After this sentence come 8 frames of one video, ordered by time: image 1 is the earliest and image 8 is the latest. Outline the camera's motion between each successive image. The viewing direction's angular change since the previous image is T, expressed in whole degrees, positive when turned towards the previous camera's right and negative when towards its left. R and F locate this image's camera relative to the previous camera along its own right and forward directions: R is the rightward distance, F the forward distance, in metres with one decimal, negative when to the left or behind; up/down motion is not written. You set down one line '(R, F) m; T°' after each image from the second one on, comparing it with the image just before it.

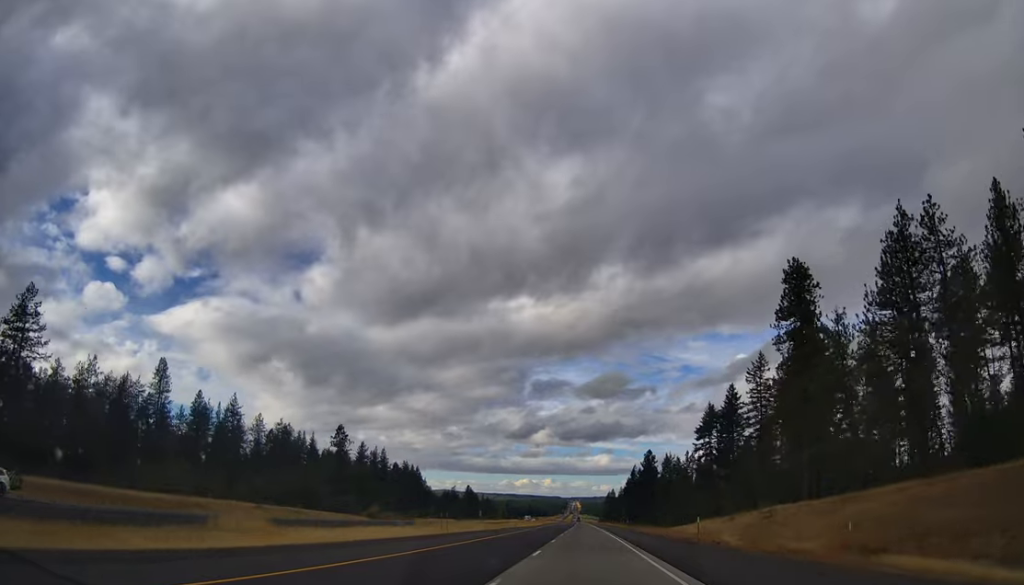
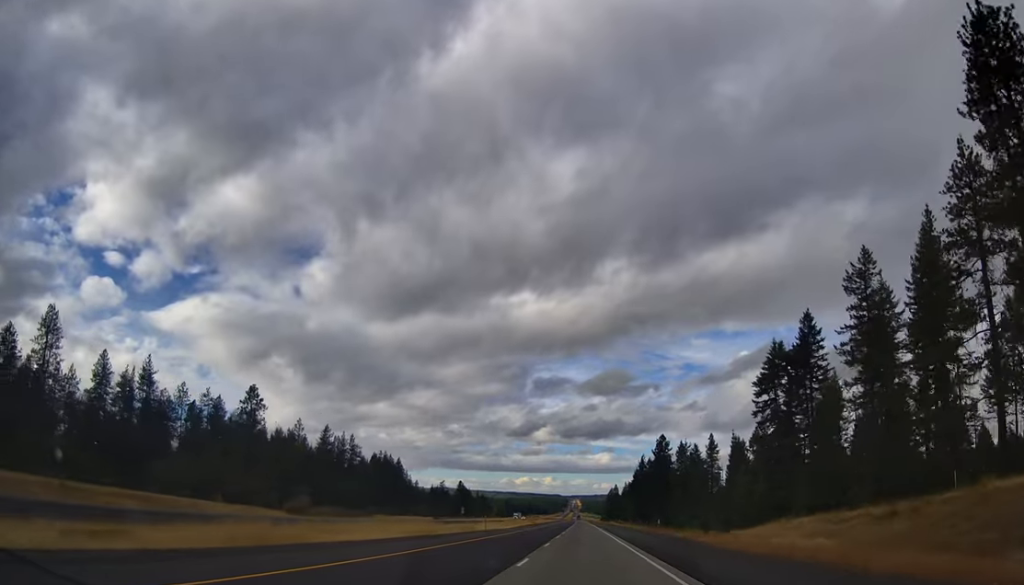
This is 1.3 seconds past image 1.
(-0.5, +41.7) m; 0°
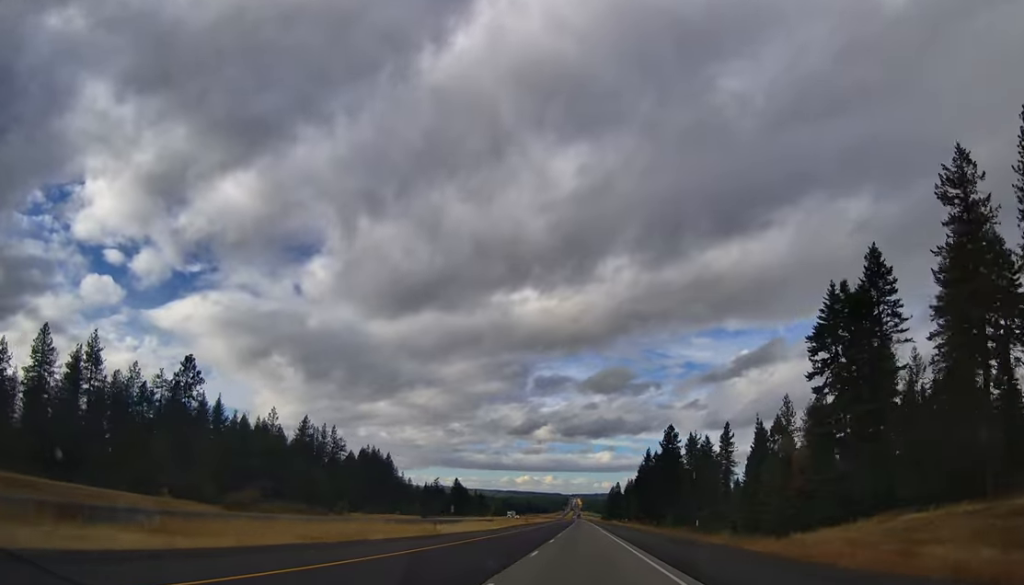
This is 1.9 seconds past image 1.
(+0.2, +19.8) m; 0°
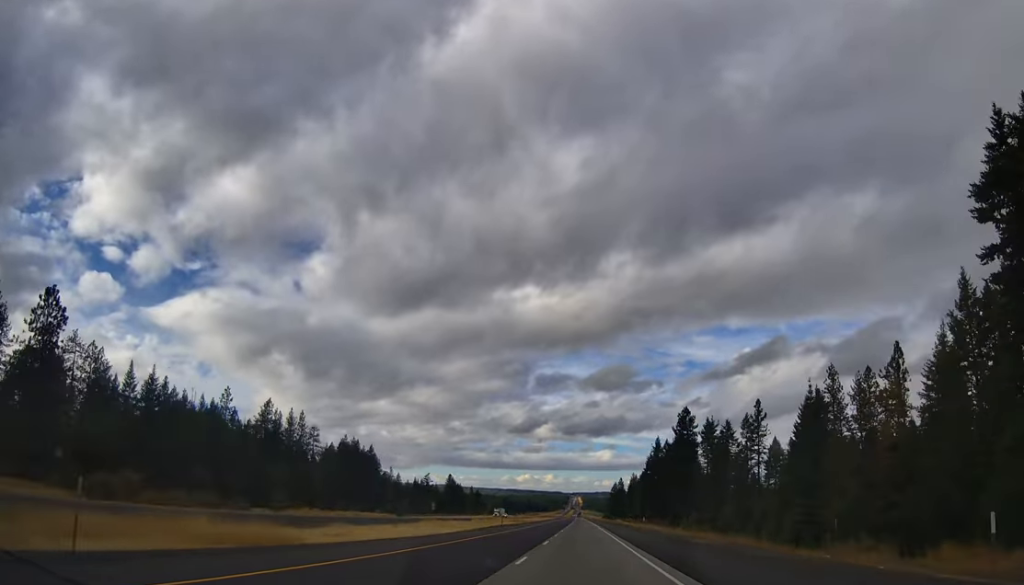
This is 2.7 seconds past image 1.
(0.0, +28.8) m; 0°
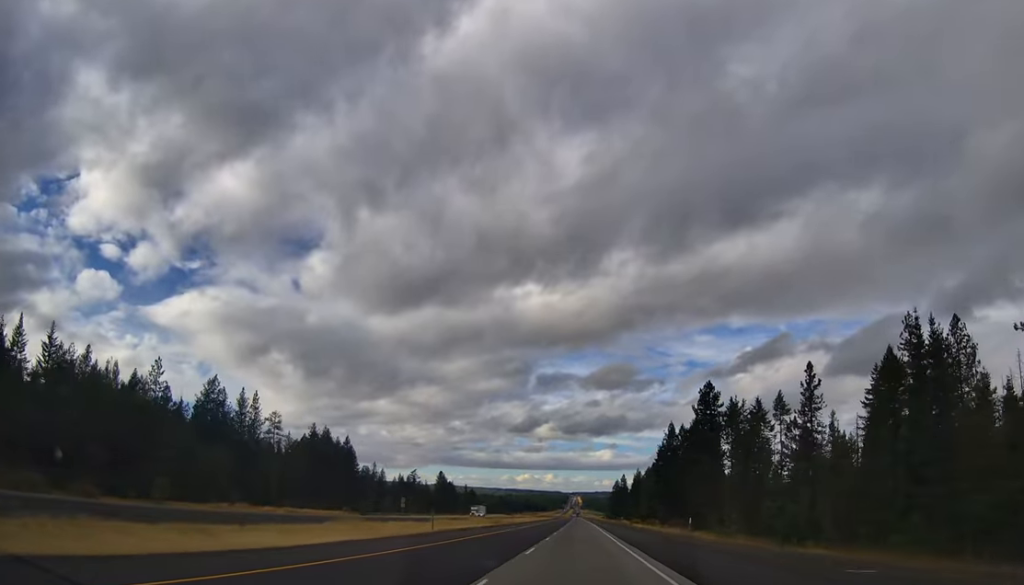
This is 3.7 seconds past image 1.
(0.0, +32.4) m; 0°
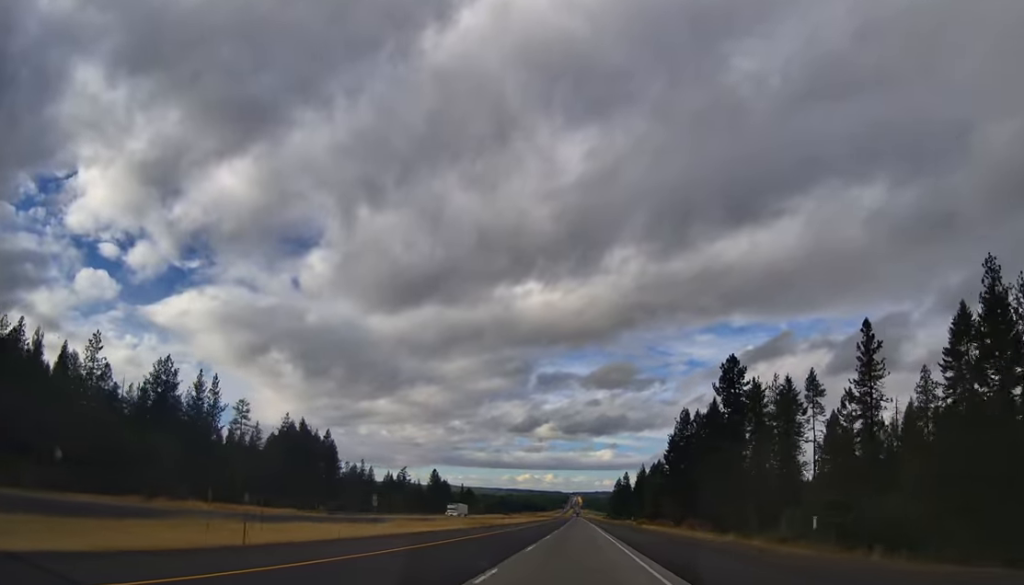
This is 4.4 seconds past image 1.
(0.0, +22.4) m; 0°
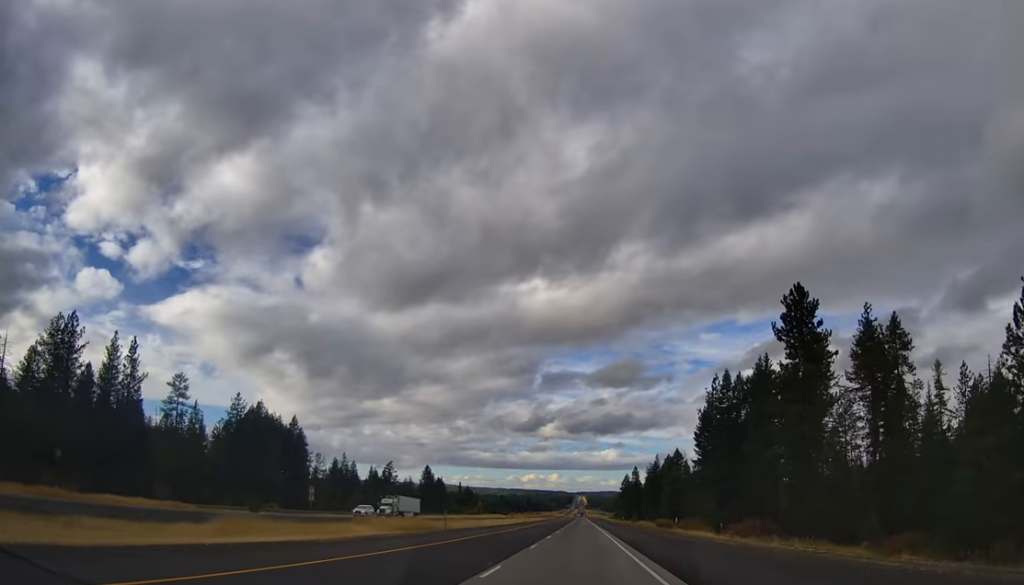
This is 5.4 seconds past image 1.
(0.0, +35.5) m; 0°
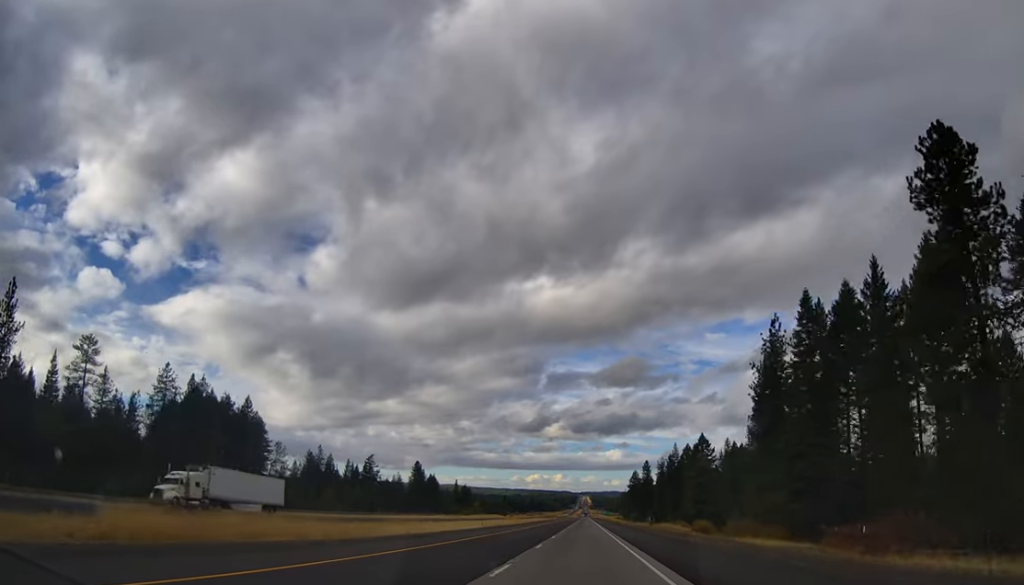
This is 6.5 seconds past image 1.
(0.0, +36.6) m; 0°
